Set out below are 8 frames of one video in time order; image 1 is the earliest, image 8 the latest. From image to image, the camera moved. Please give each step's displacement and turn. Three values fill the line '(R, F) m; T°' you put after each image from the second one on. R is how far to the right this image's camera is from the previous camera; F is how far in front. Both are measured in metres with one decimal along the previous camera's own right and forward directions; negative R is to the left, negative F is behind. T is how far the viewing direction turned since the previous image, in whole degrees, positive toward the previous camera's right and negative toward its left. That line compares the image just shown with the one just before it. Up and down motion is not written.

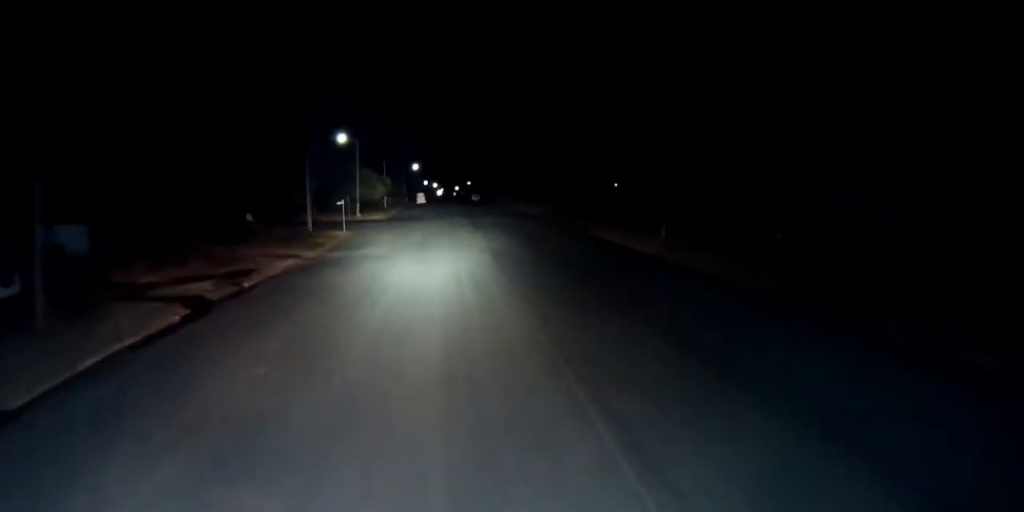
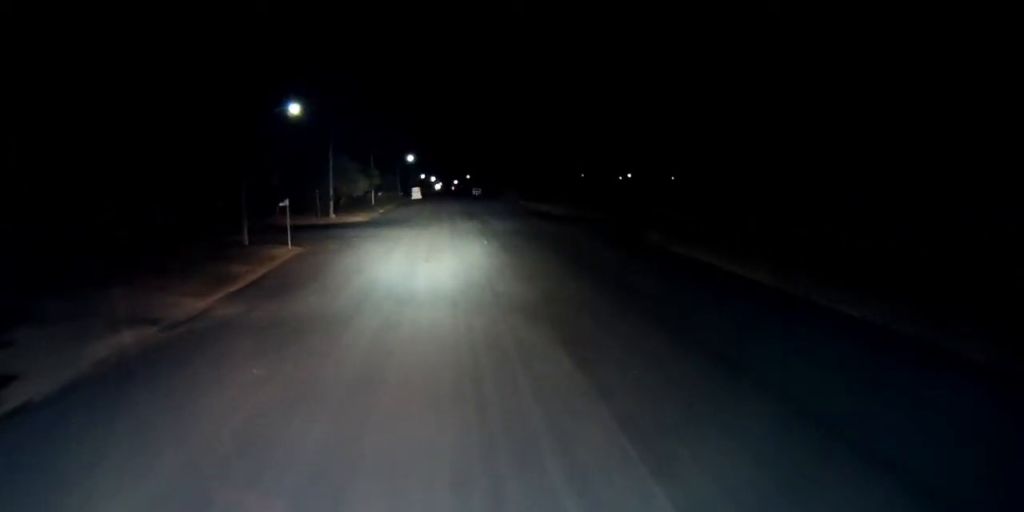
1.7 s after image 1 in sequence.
(+0.5, +20.5) m; +2°
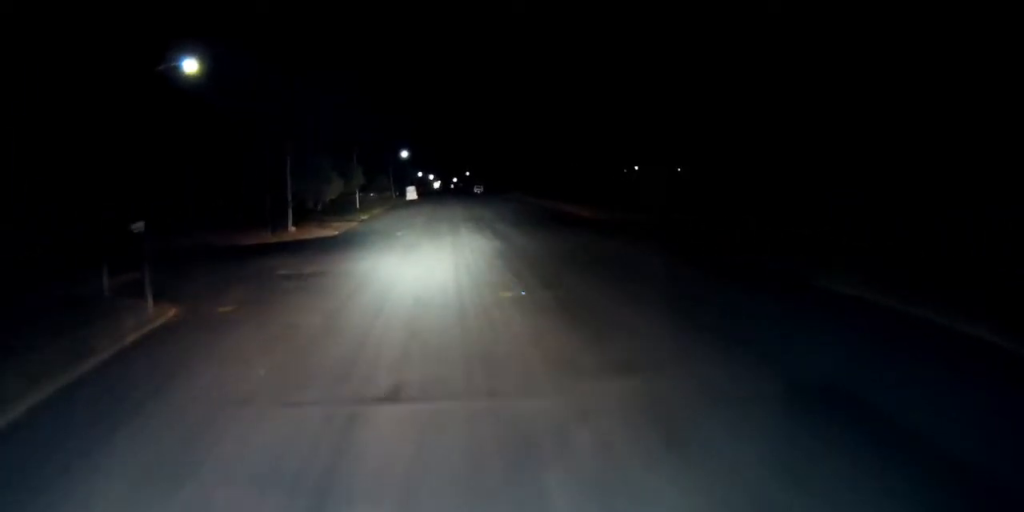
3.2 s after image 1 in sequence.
(0.0, +18.0) m; 0°
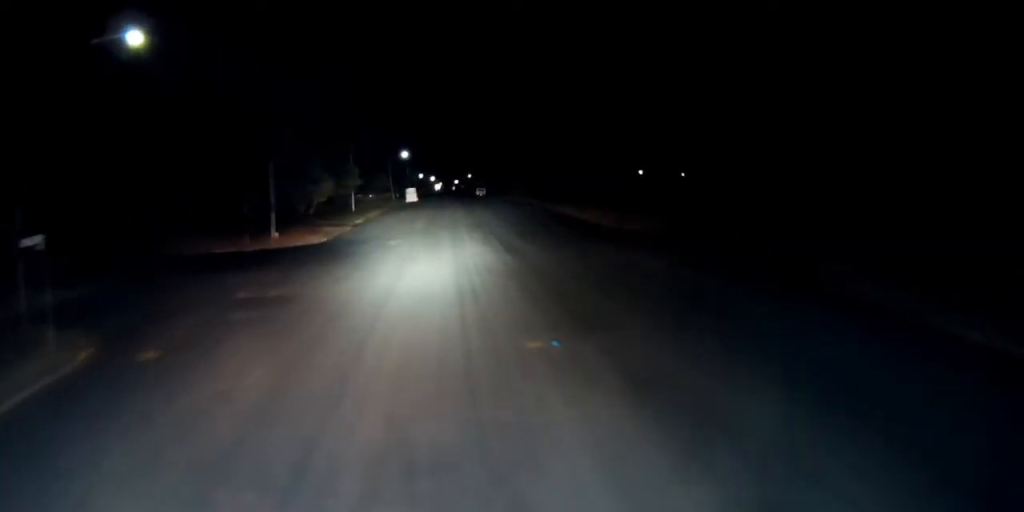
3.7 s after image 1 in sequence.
(0.0, +5.3) m; 0°
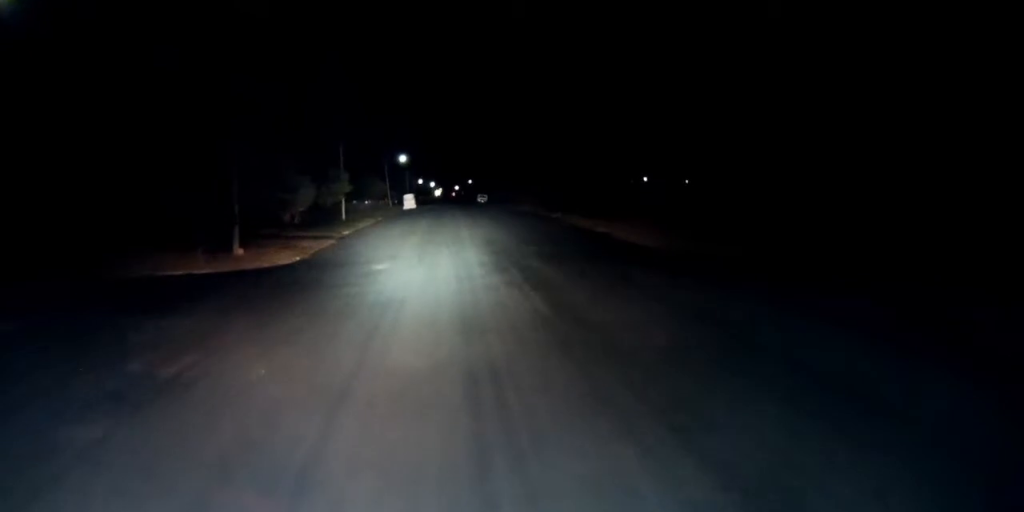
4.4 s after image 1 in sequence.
(0.0, +7.8) m; 0°
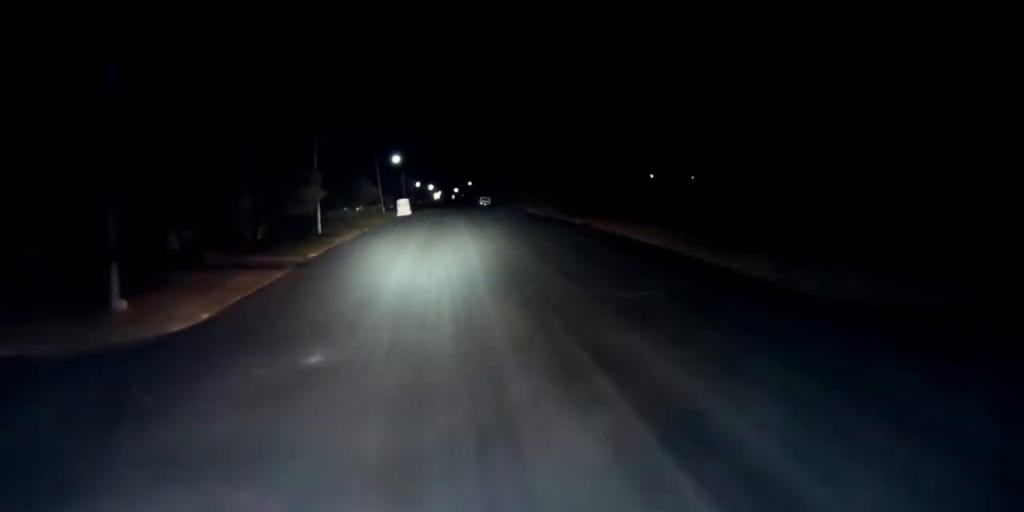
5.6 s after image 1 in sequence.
(+0.2, +13.1) m; +1°
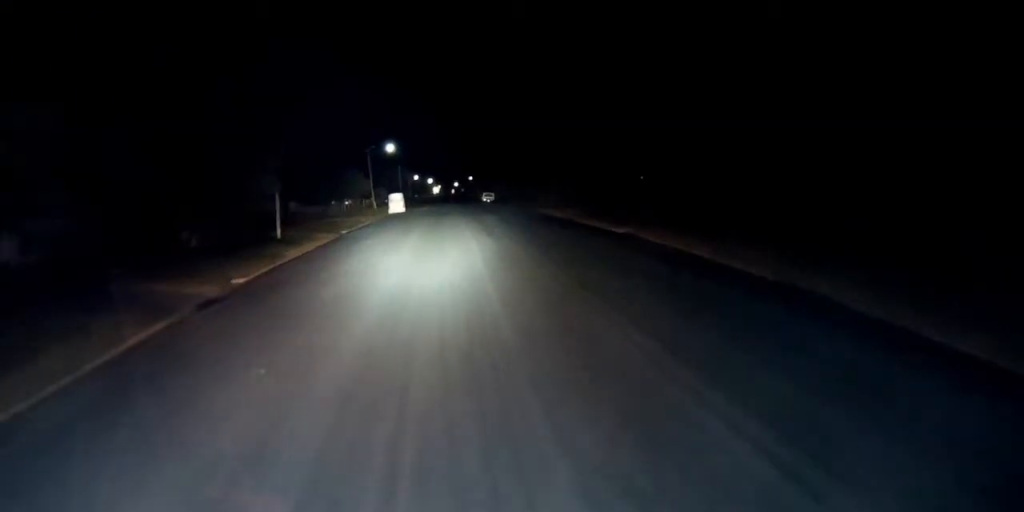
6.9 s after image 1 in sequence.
(0.0, +12.8) m; 0°
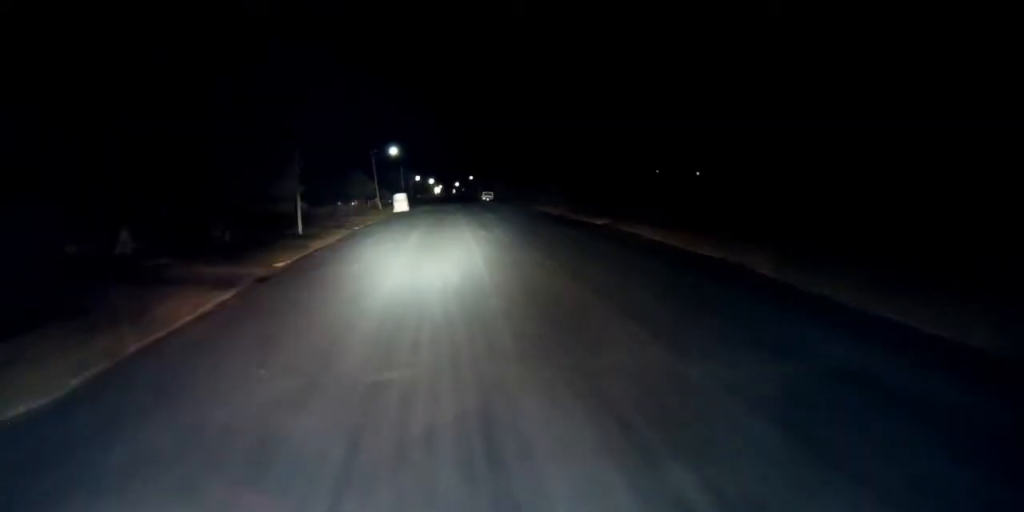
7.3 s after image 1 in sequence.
(0.0, +4.1) m; 0°
